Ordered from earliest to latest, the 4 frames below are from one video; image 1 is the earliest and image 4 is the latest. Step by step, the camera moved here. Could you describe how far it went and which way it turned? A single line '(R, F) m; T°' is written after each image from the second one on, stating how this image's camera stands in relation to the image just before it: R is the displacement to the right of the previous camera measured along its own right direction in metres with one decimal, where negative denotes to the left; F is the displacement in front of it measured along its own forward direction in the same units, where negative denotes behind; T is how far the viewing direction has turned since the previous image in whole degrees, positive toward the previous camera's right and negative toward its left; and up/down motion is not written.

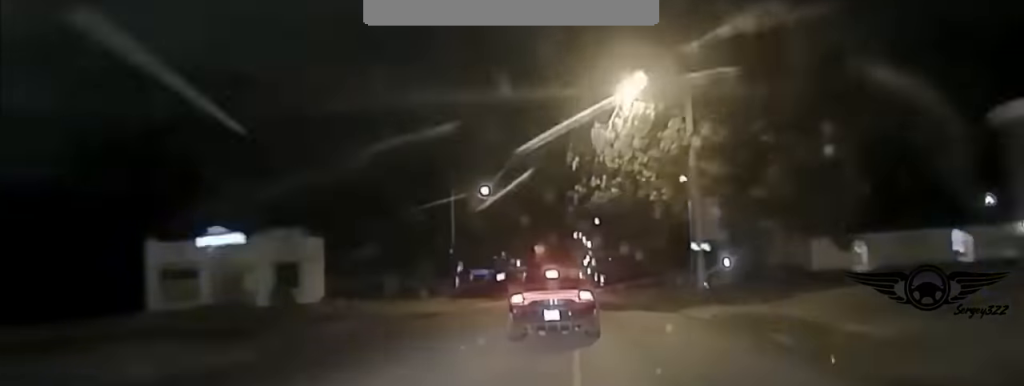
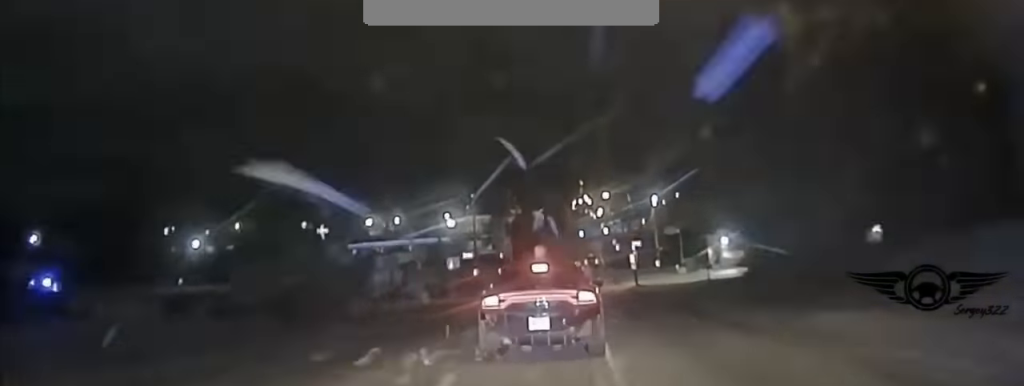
(+0.3, +148.8) m; 0°
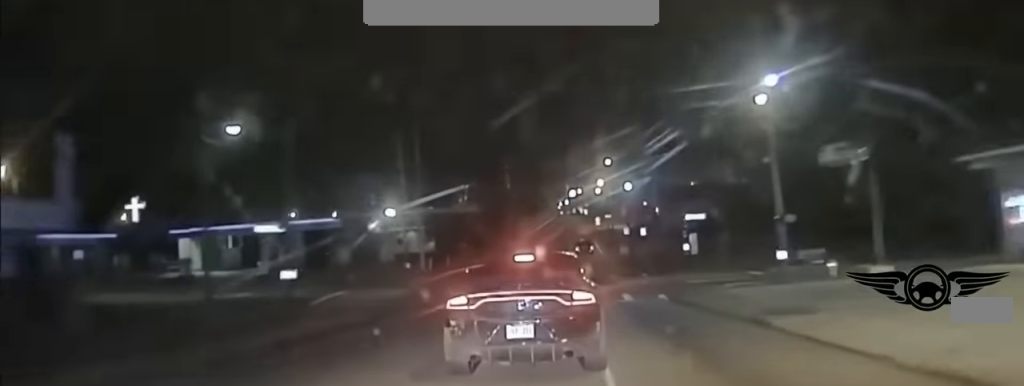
(+1.0, +64.8) m; +1°
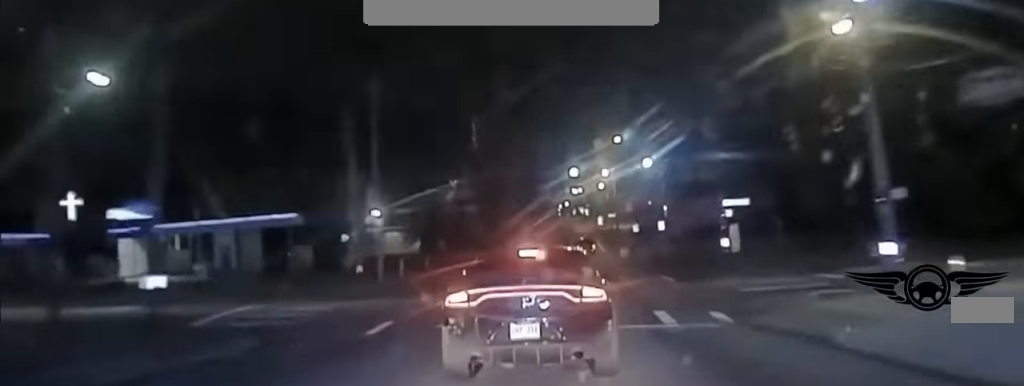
(0.0, +12.3) m; 0°
